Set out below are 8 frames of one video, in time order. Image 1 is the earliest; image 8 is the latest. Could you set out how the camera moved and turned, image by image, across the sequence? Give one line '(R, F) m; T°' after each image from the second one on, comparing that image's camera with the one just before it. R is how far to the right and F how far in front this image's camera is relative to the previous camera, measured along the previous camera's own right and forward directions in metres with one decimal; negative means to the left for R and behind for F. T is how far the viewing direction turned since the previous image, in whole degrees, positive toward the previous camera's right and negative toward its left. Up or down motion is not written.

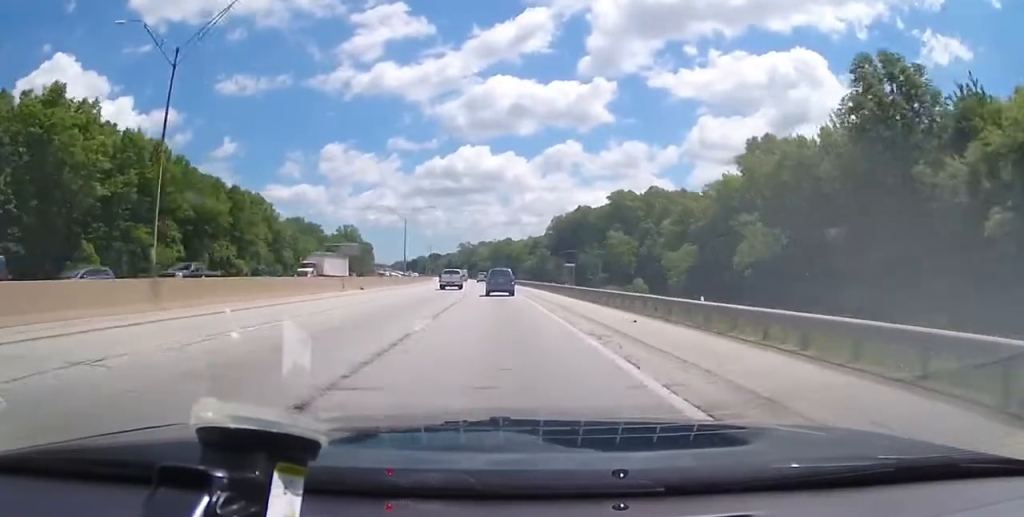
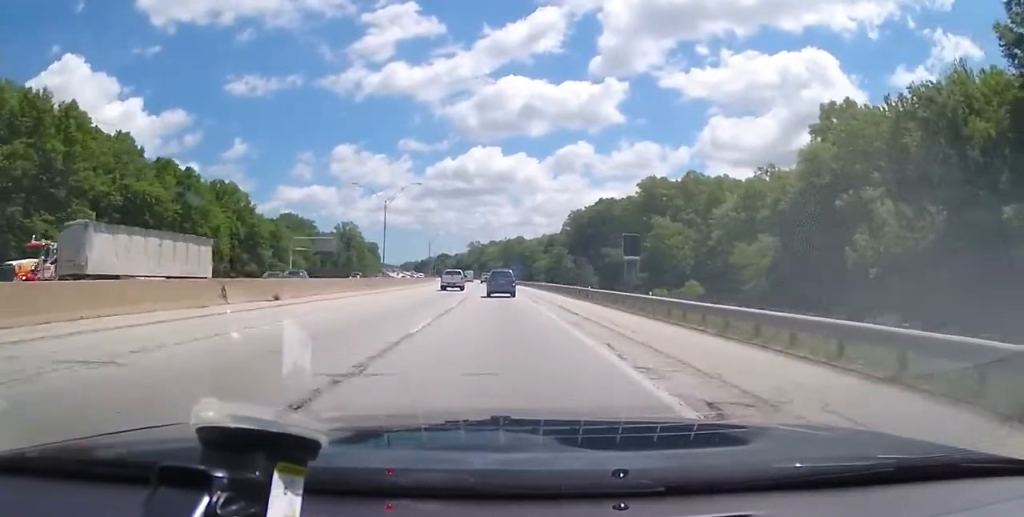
(-0.3, +24.2) m; -1°
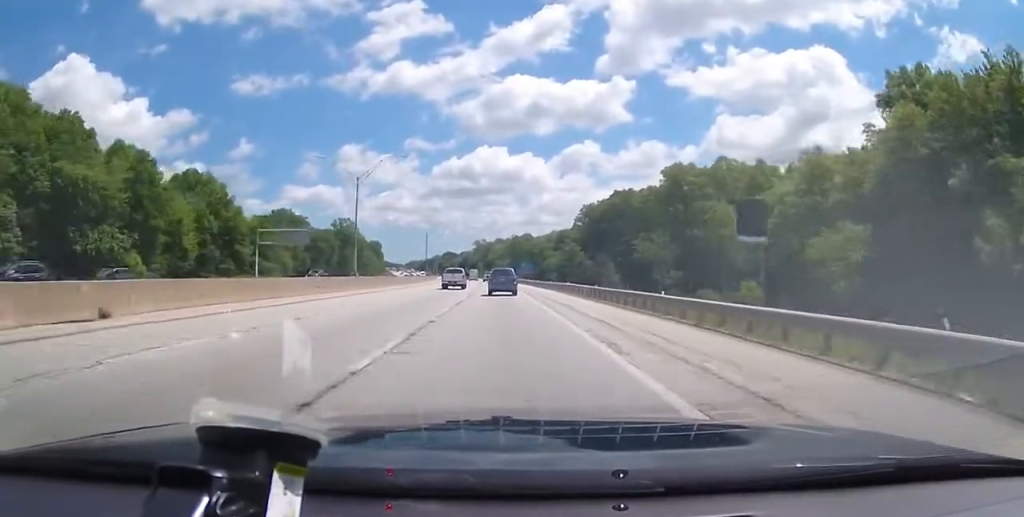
(-0.1, +16.5) m; -1°
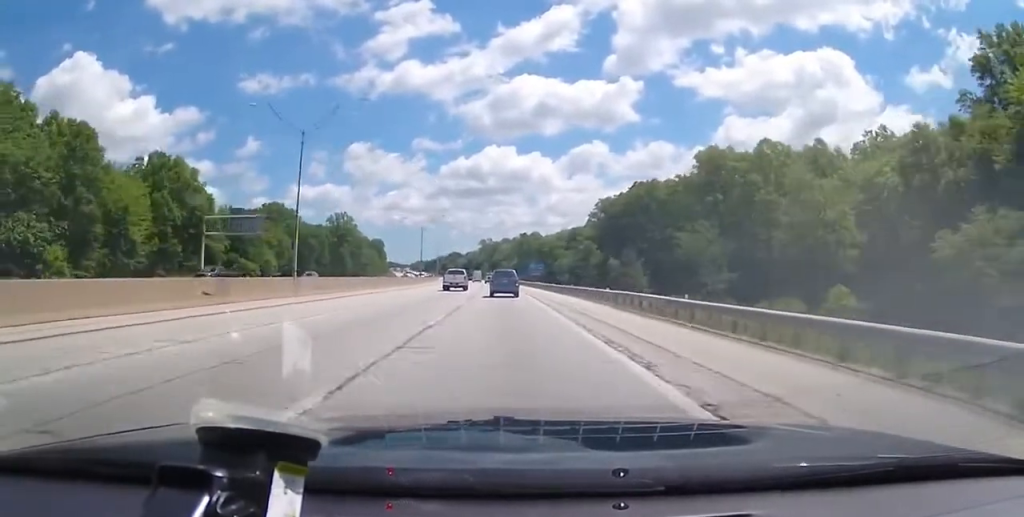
(0.0, +17.5) m; -1°
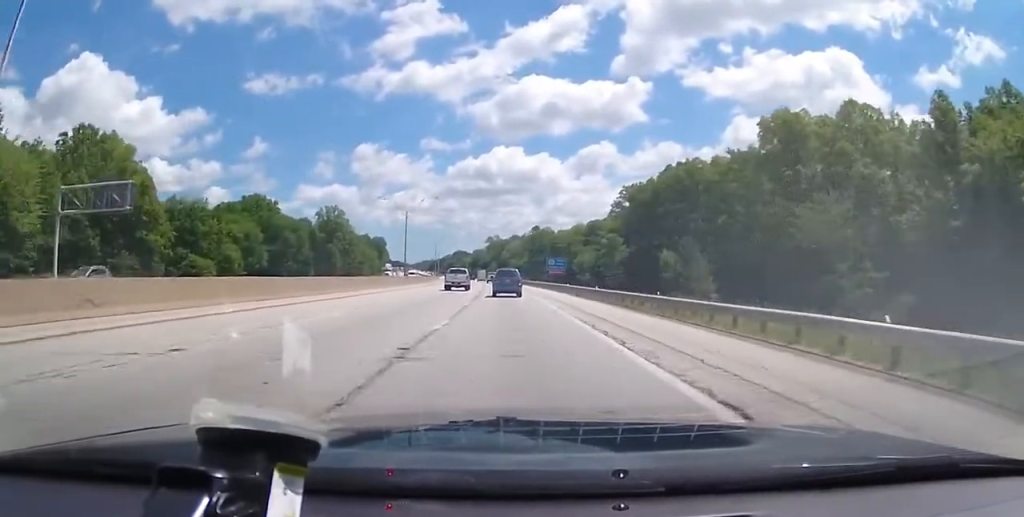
(-0.5, +26.0) m; -1°
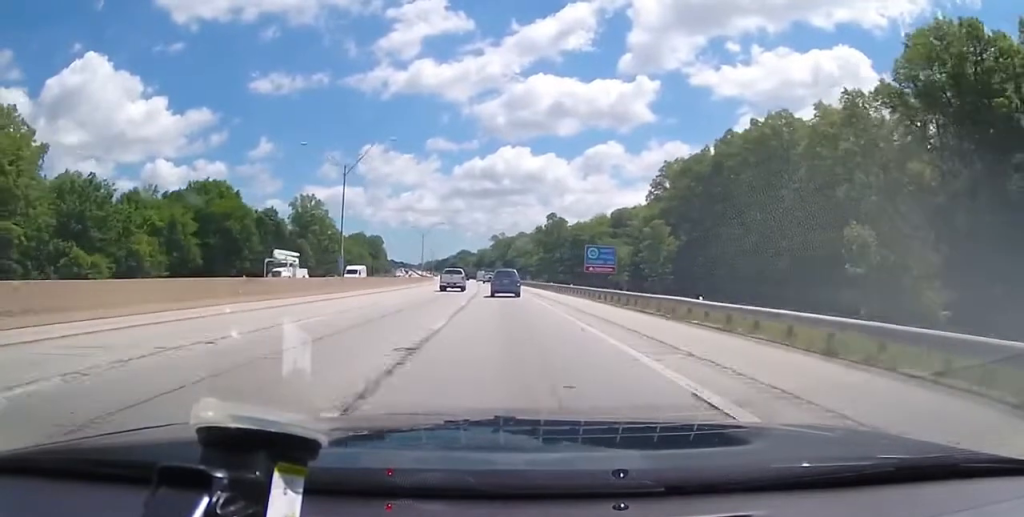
(-0.4, +35.5) m; -1°
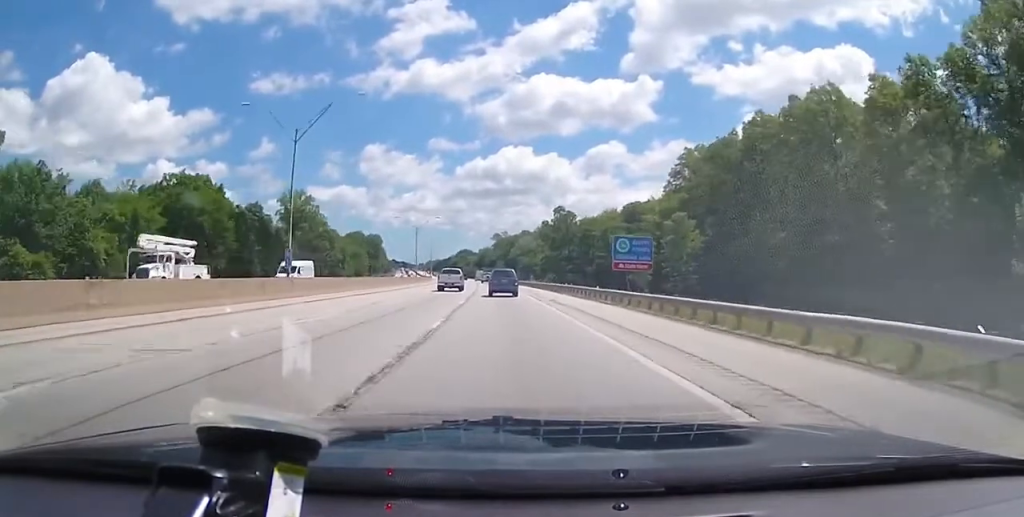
(+0.1, +12.4) m; 0°
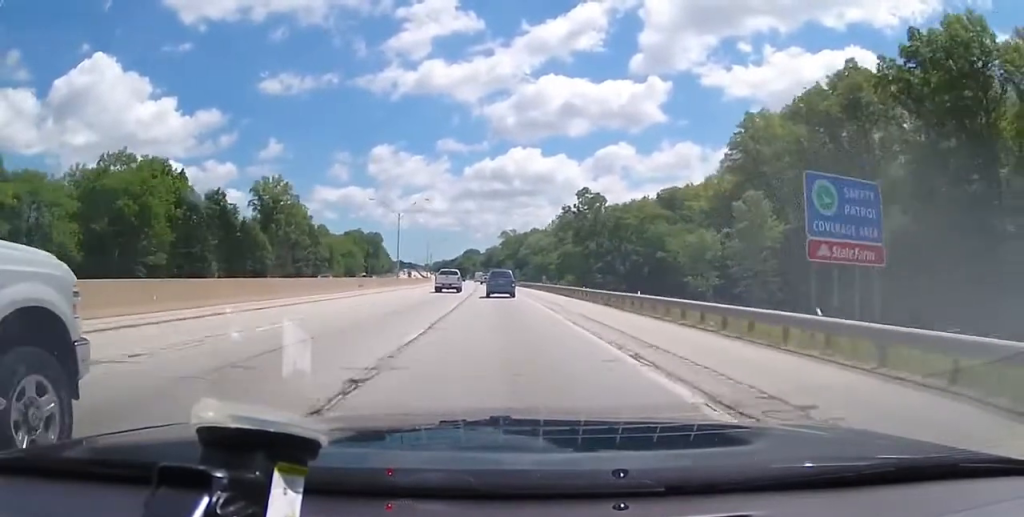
(-0.2, +25.8) m; -1°
